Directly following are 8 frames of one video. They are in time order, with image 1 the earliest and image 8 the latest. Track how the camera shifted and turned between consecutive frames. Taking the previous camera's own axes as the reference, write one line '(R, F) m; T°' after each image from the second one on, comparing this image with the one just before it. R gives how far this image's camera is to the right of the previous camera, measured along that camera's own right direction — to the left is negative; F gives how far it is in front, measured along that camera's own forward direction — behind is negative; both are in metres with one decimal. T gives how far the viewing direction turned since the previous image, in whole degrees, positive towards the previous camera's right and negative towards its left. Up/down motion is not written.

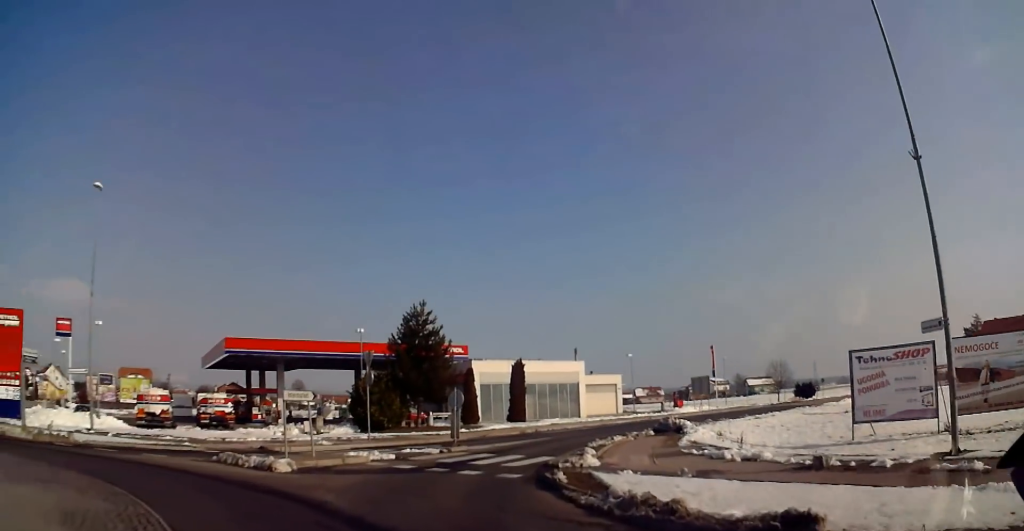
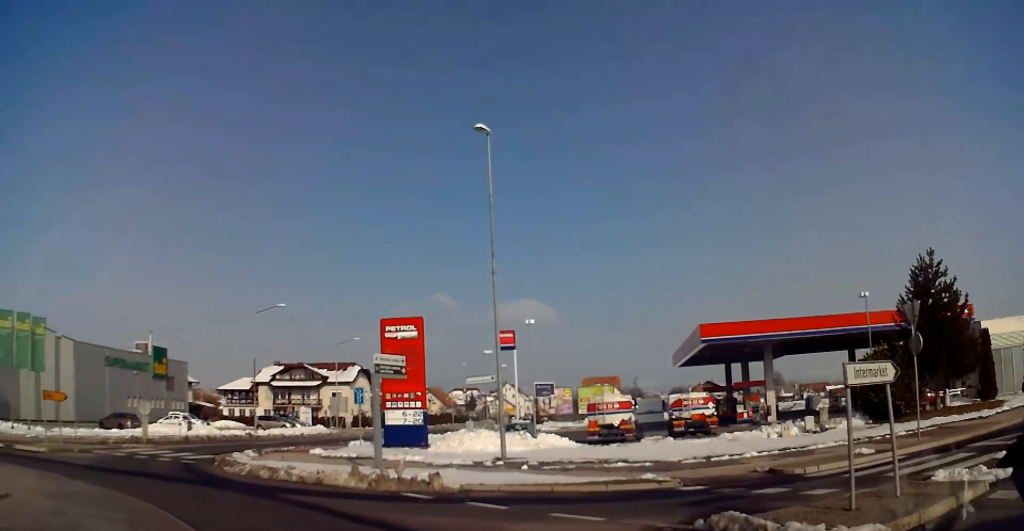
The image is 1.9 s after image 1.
(-3.1, +8.1) m; -49°
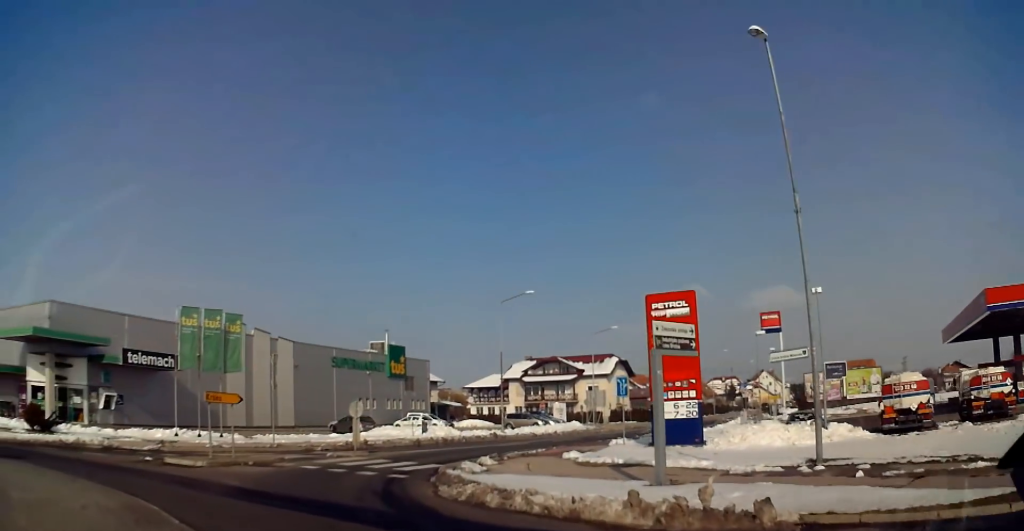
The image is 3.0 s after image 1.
(-1.7, +4.6) m; -30°
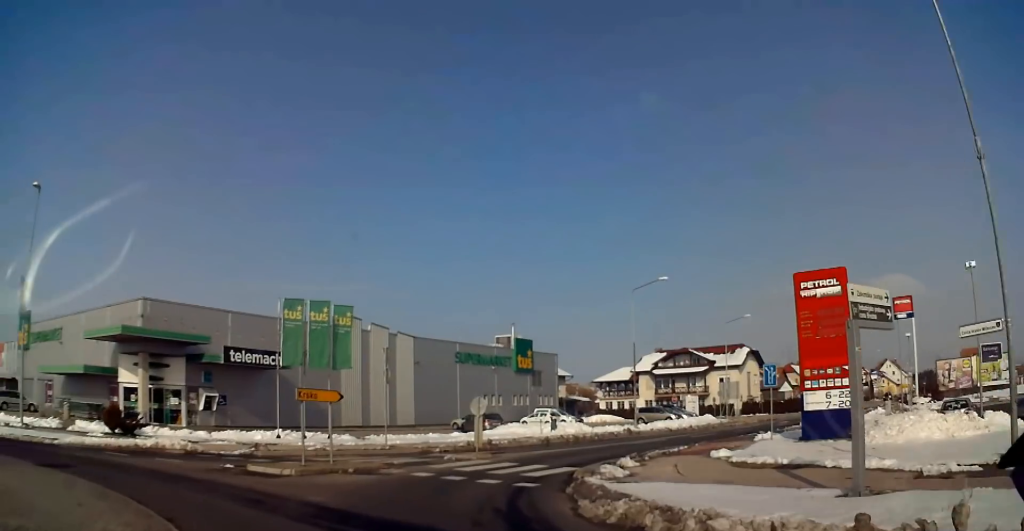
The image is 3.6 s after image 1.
(-0.2, +2.5) m; -12°
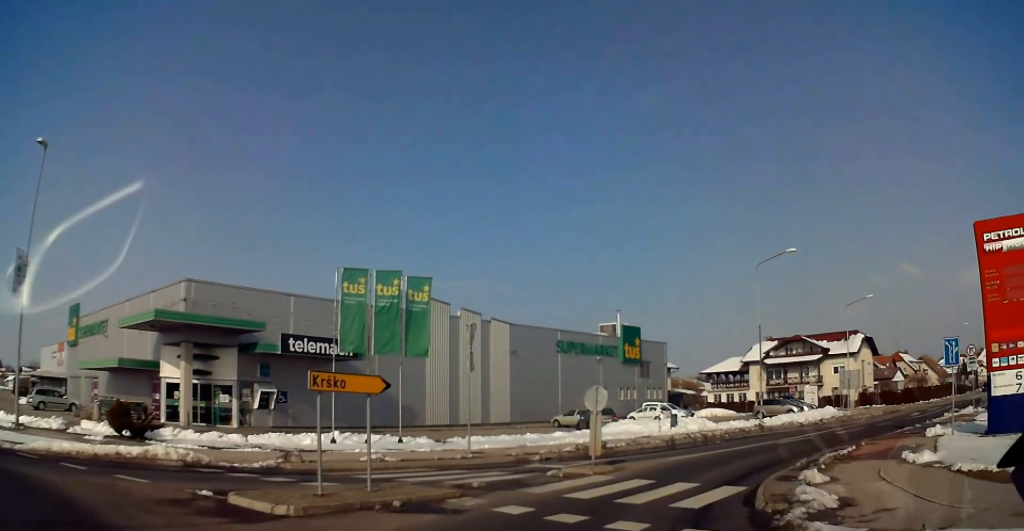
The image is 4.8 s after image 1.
(-1.2, +6.1) m; -6°
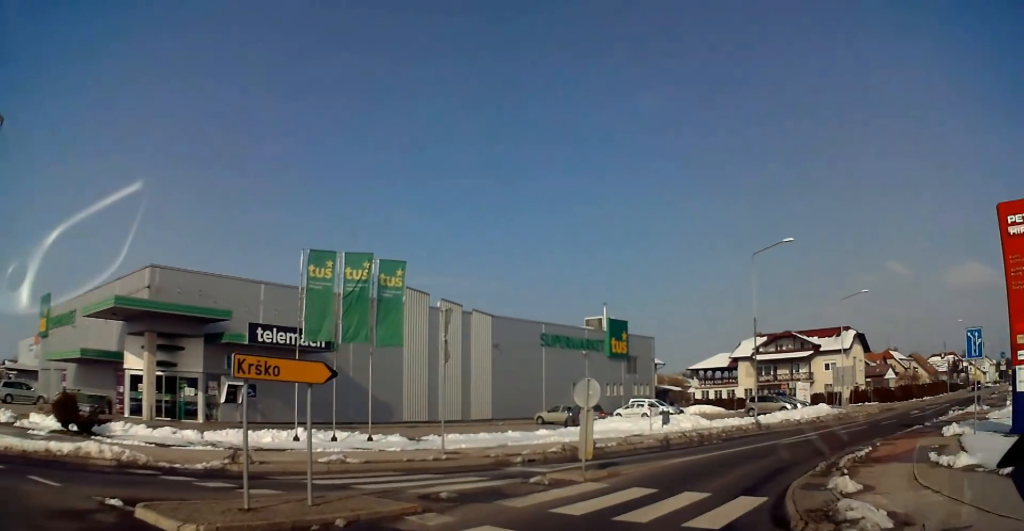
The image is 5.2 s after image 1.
(+0.2, +2.3) m; +6°
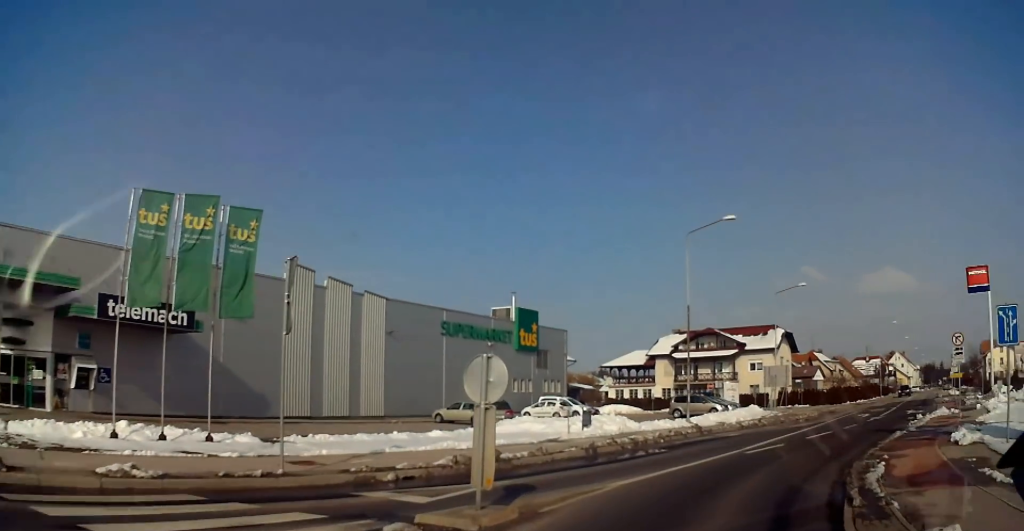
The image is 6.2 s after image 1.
(+0.8, +6.1) m; +16°
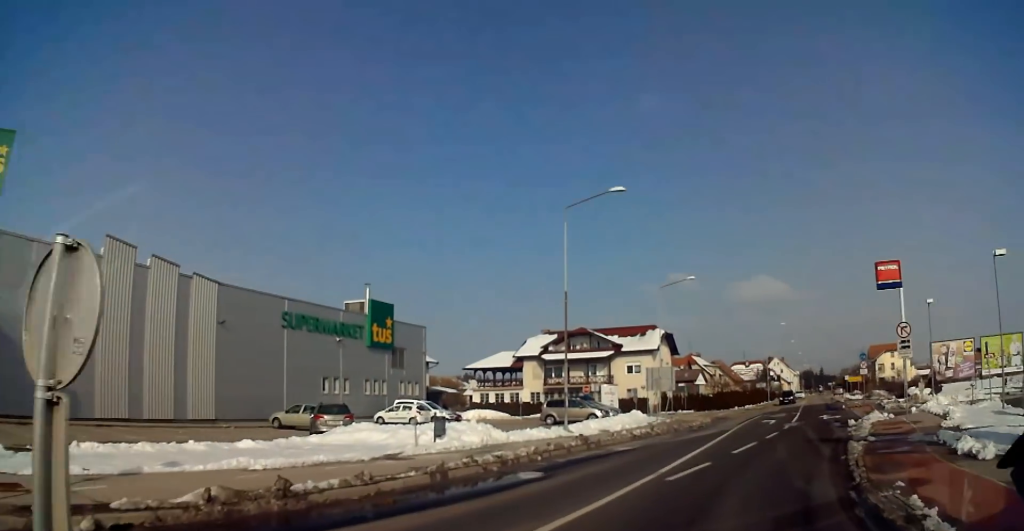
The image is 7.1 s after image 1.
(+0.9, +6.2) m; +17°
